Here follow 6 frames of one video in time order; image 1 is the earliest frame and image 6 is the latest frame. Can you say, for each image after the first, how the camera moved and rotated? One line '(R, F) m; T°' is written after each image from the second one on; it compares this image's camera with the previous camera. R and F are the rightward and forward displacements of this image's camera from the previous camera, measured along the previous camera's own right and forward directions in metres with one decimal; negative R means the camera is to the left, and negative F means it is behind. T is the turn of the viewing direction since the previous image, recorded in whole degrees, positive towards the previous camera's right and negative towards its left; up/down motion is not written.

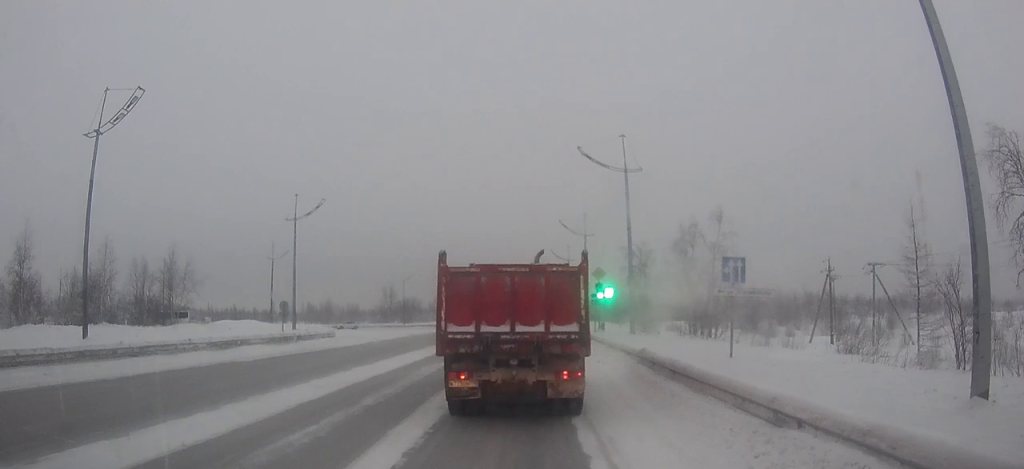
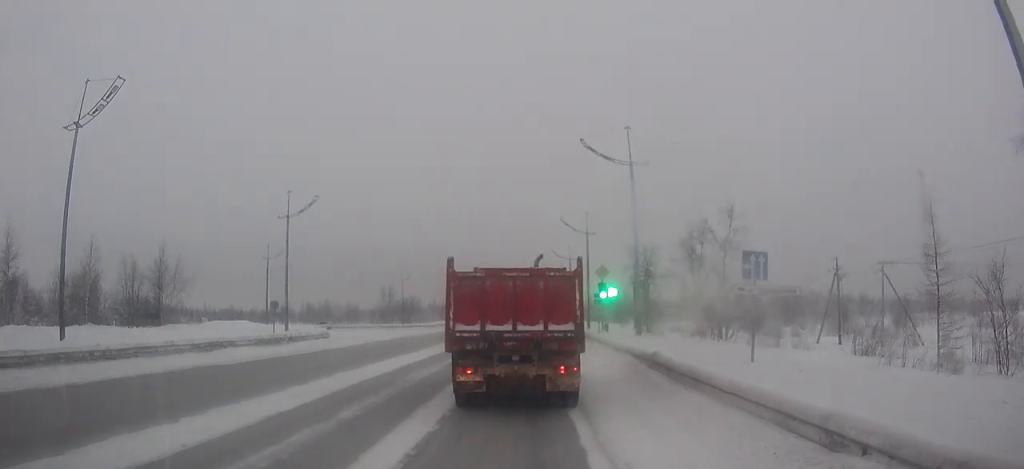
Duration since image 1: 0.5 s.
(0.0, +1.9) m; 0°
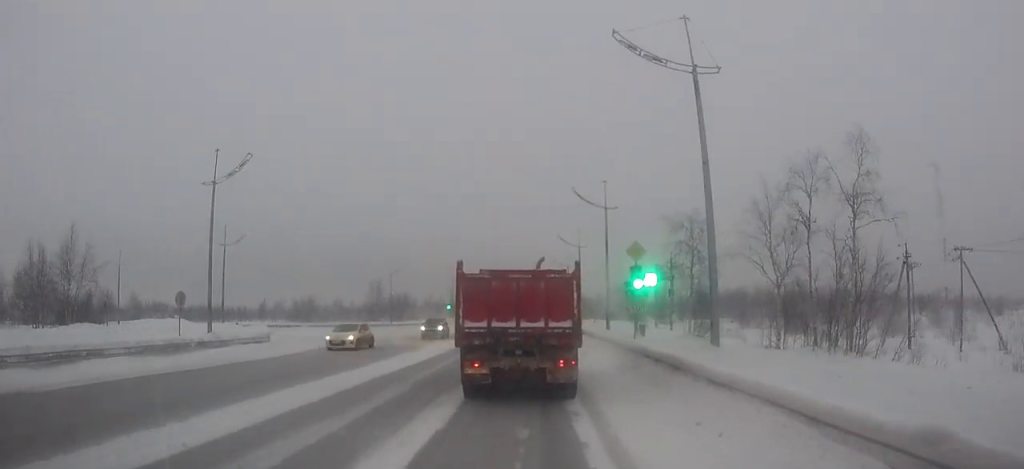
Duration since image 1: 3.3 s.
(0.0, +12.6) m; 0°
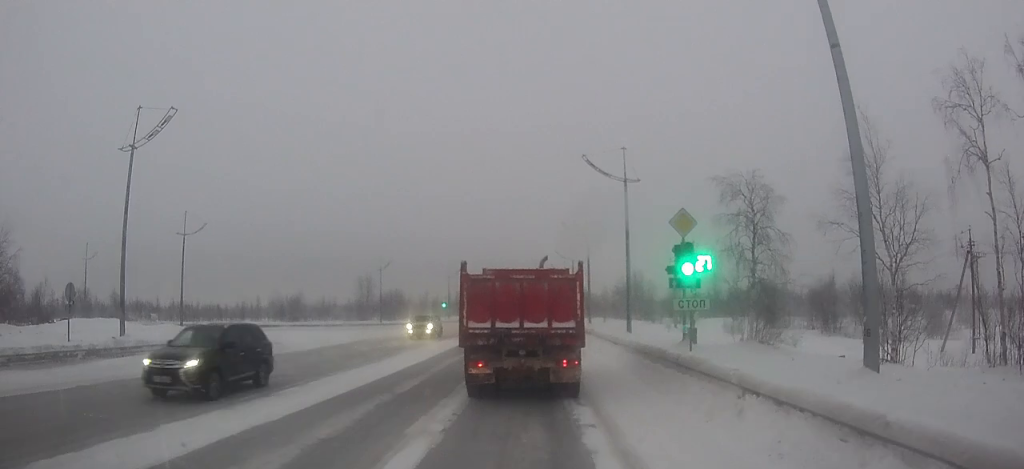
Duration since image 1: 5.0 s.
(0.0, +8.8) m; 0°
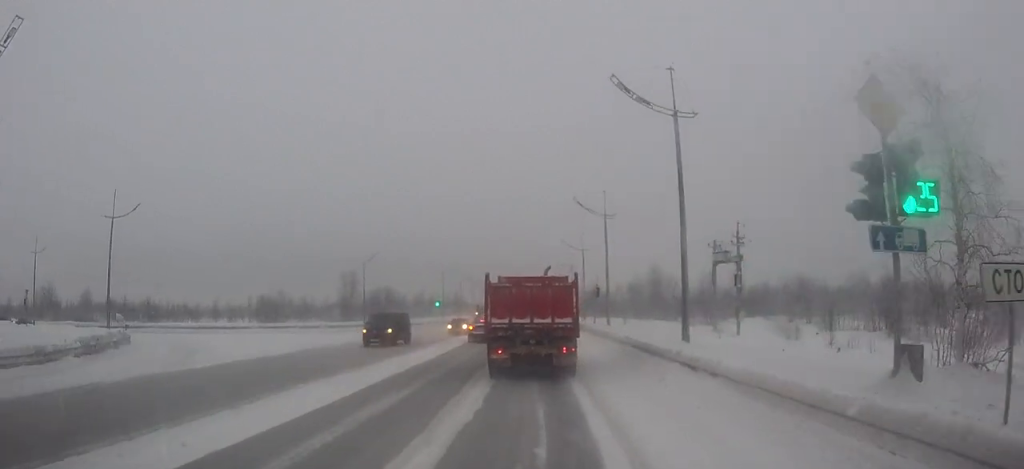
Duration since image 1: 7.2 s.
(0.0, +13.0) m; 0°
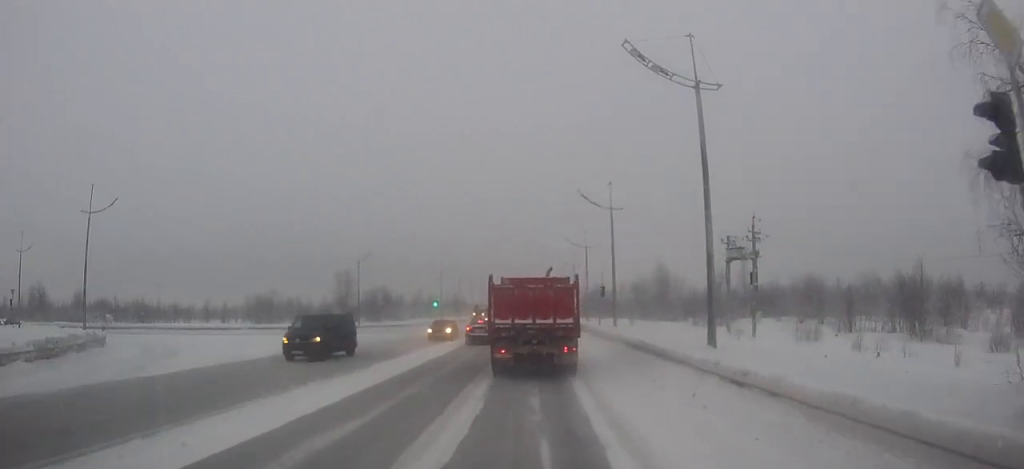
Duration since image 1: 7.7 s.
(0.0, +3.3) m; 0°
